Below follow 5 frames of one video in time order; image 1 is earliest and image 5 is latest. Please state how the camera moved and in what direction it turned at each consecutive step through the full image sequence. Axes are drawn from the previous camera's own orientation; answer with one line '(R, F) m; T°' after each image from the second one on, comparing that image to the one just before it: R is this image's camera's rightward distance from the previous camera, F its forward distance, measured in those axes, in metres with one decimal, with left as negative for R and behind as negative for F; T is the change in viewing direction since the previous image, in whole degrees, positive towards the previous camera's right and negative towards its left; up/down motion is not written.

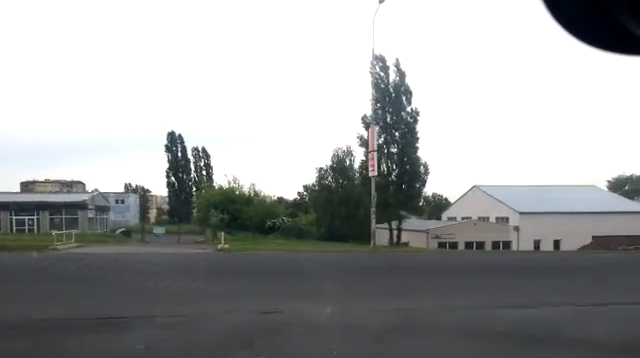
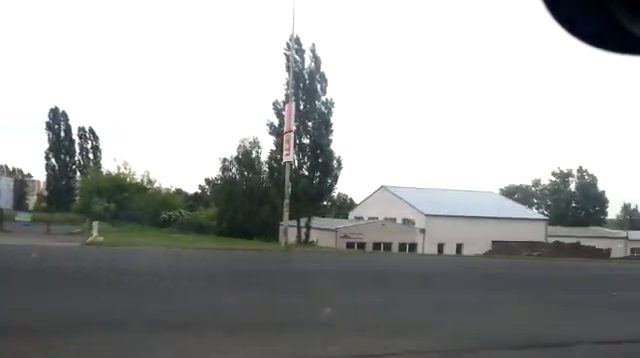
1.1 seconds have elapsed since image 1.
(+0.4, +4.9) m; +12°
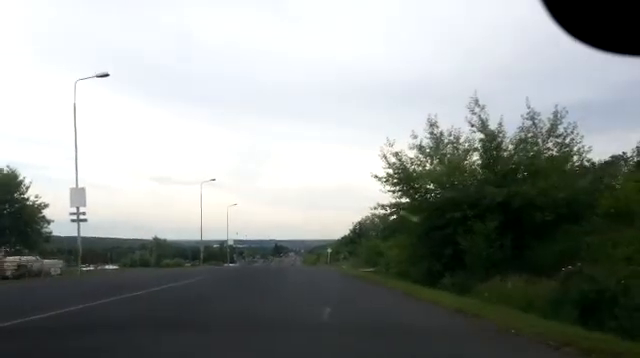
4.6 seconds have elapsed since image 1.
(+8.2, +12.5) m; +71°
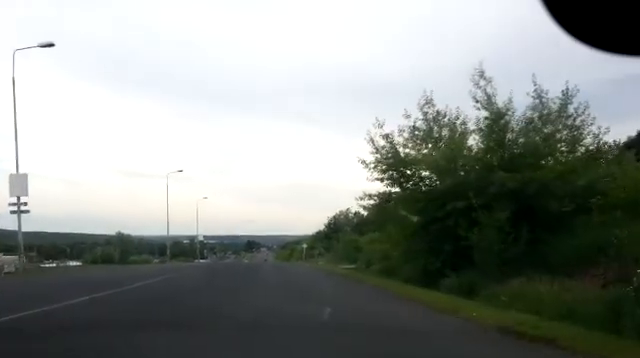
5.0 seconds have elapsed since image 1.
(+0.3, +2.7) m; +3°
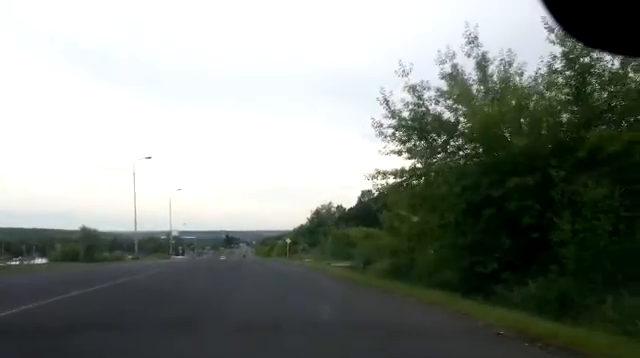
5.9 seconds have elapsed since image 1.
(+0.3, +5.0) m; +3°
